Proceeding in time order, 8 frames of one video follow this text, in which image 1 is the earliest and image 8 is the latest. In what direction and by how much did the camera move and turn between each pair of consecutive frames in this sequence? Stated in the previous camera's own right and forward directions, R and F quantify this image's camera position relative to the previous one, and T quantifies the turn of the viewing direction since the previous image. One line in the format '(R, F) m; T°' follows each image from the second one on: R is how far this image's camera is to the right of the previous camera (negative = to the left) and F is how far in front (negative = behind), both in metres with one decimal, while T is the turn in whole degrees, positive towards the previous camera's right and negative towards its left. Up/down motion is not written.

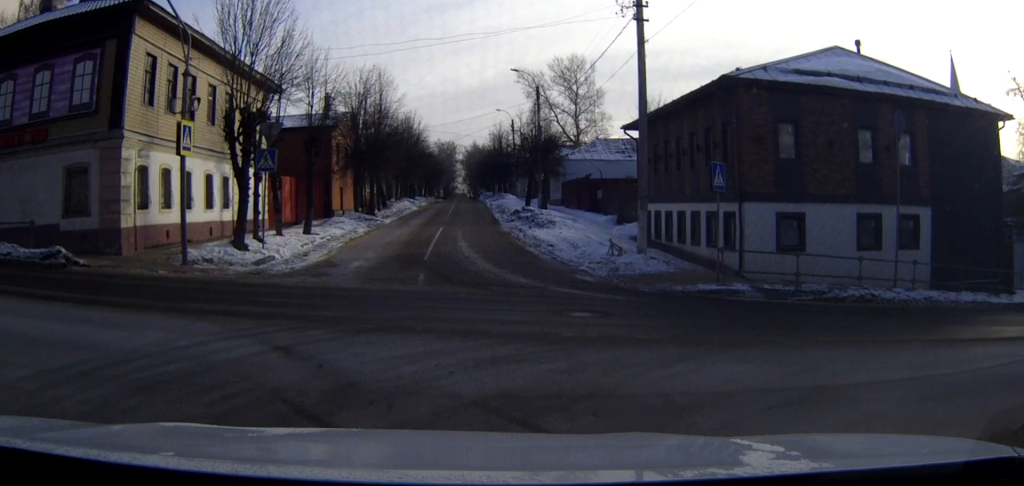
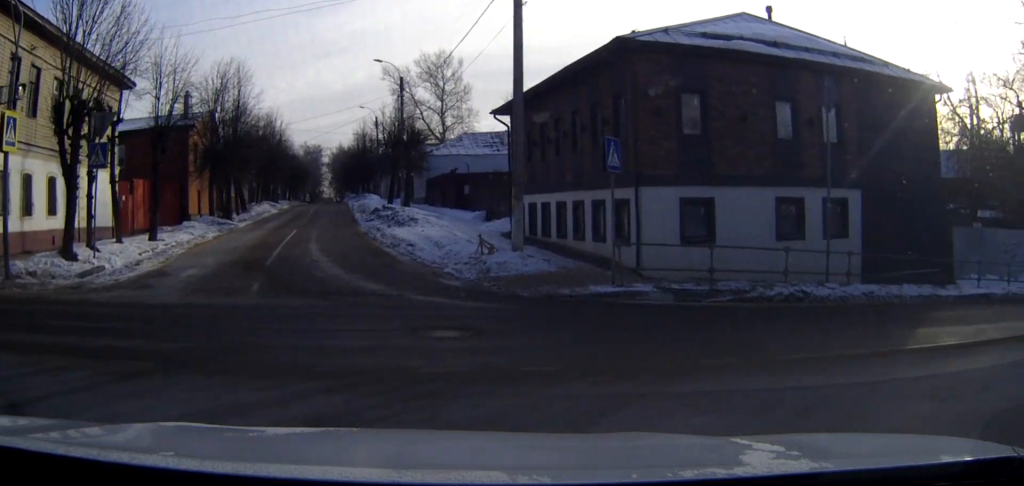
(+0.2, +3.9) m; +11°
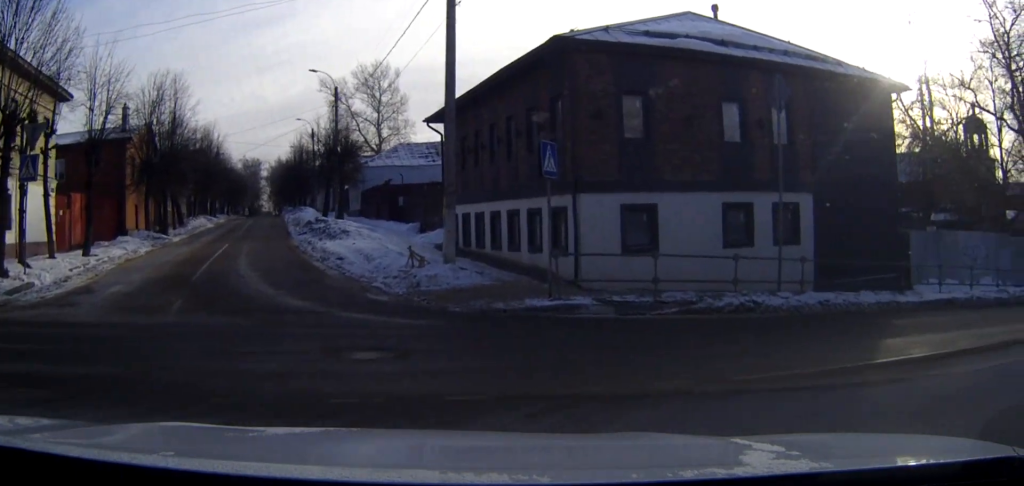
(0.0, +0.8) m; +5°
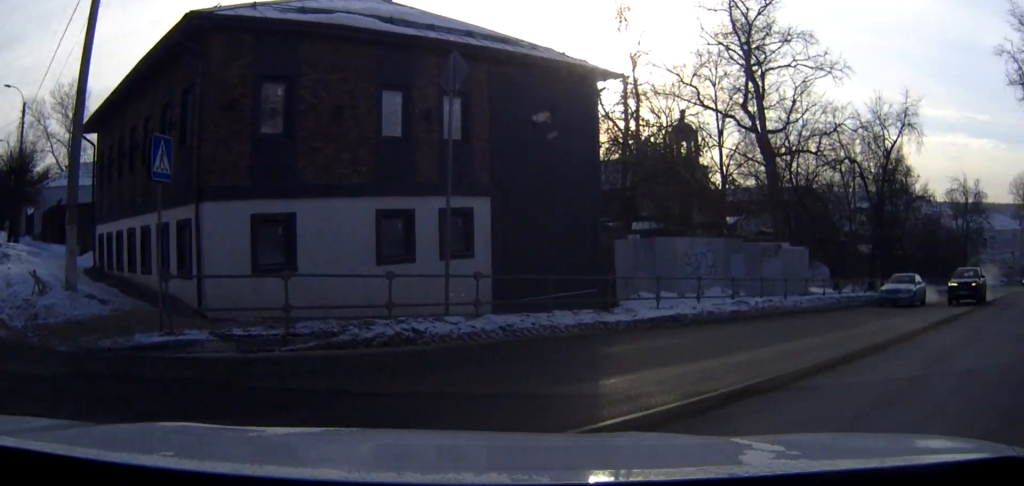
(+0.6, +2.7) m; +24°
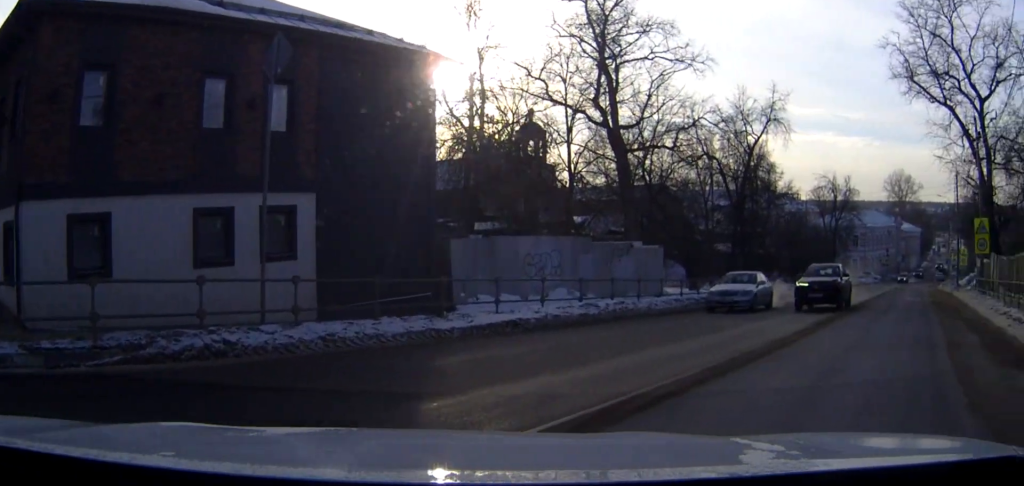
(+0.1, +1.2) m; +9°
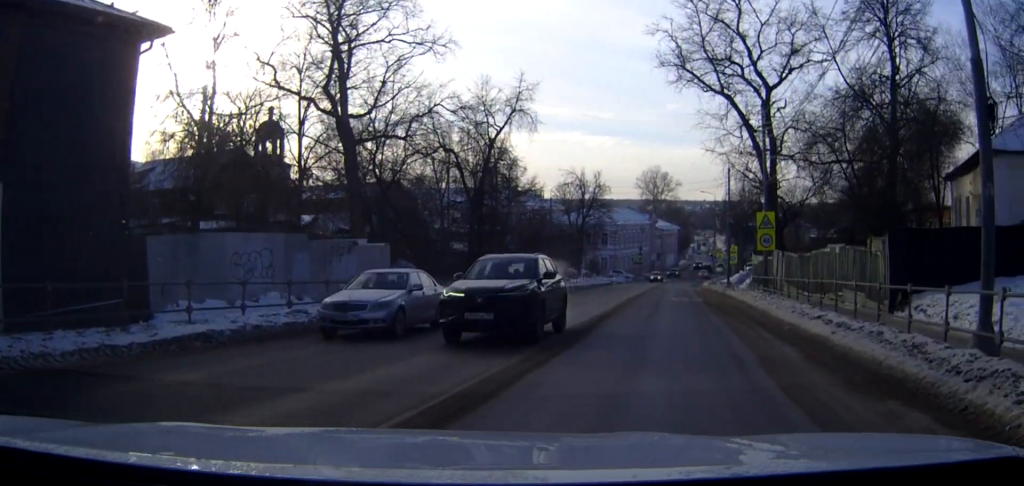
(+0.3, +2.2) m; +14°
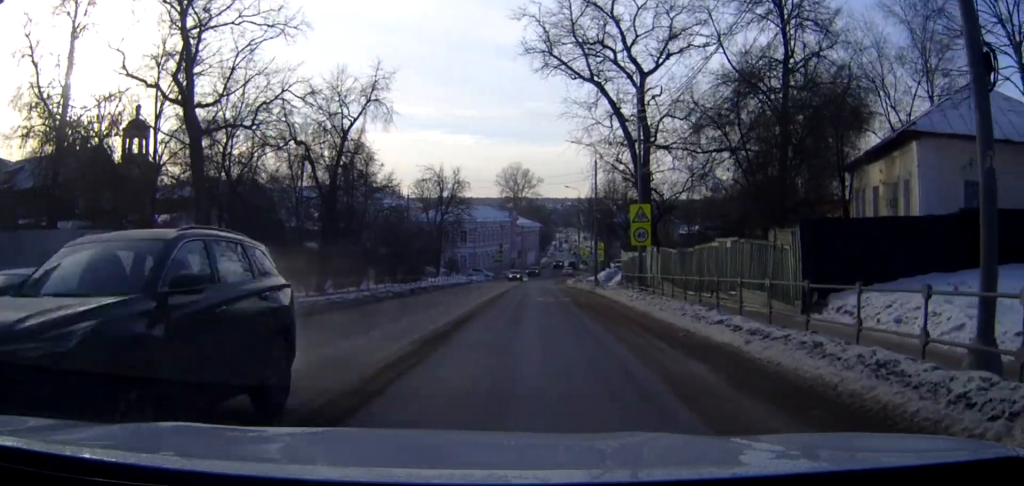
(+0.1, +1.9) m; +9°
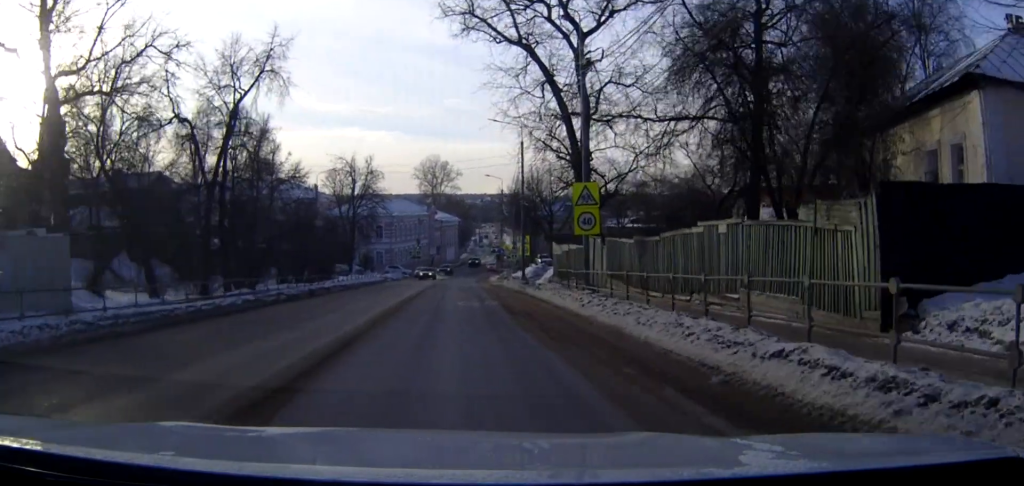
(+0.6, +5.3) m; +9°
